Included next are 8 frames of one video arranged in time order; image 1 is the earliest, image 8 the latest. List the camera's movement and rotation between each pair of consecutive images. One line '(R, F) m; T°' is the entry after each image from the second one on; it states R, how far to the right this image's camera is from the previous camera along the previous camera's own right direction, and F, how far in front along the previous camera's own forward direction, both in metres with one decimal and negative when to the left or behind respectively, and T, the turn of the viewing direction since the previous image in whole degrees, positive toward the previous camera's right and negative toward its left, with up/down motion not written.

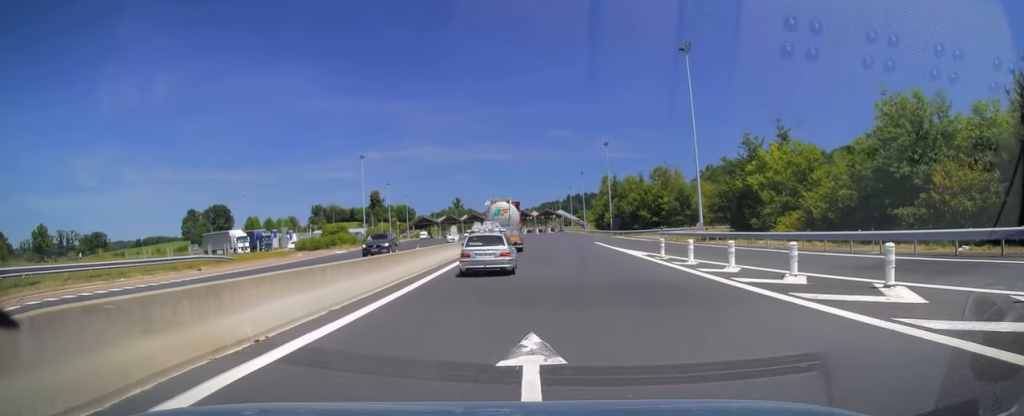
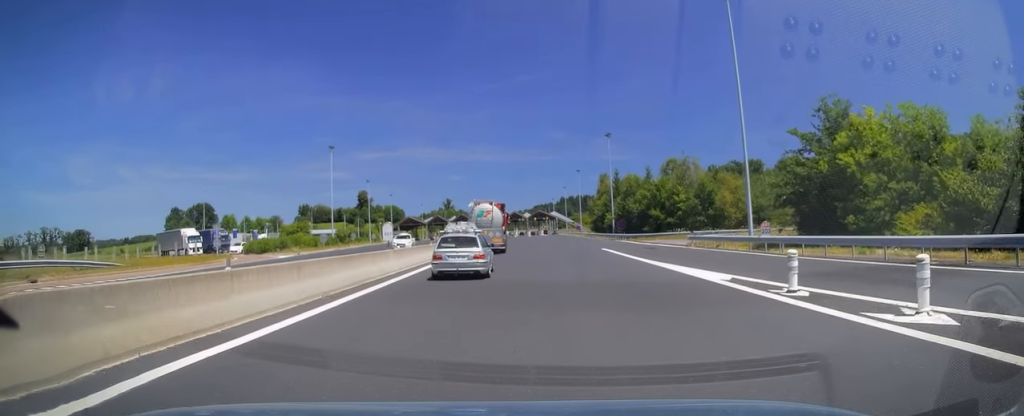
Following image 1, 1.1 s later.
(-0.1, +13.8) m; 0°
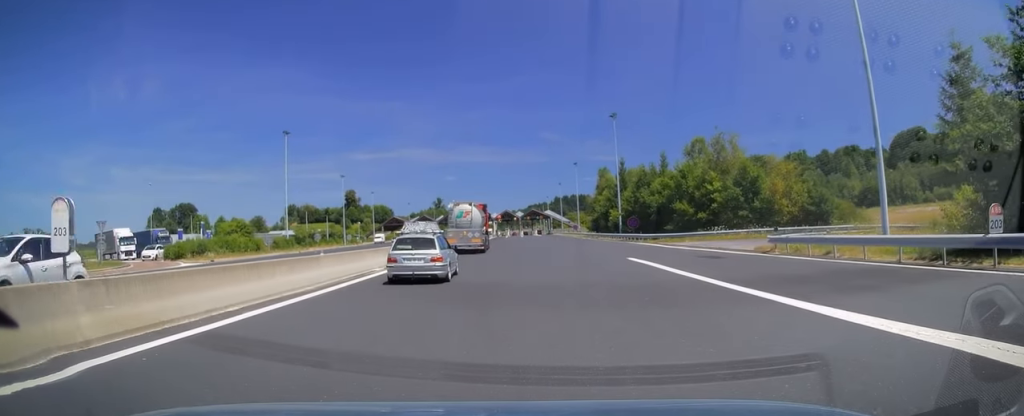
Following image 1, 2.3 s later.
(+0.2, +16.3) m; +1°
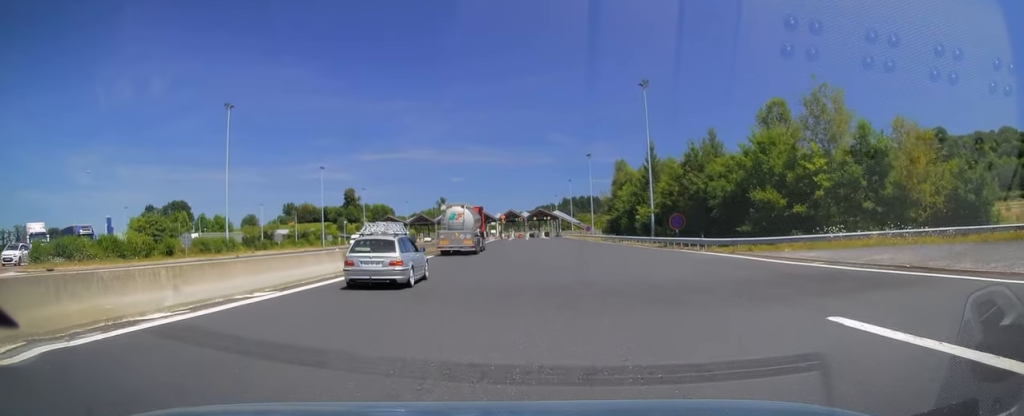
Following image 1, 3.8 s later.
(+0.1, +19.4) m; +1°
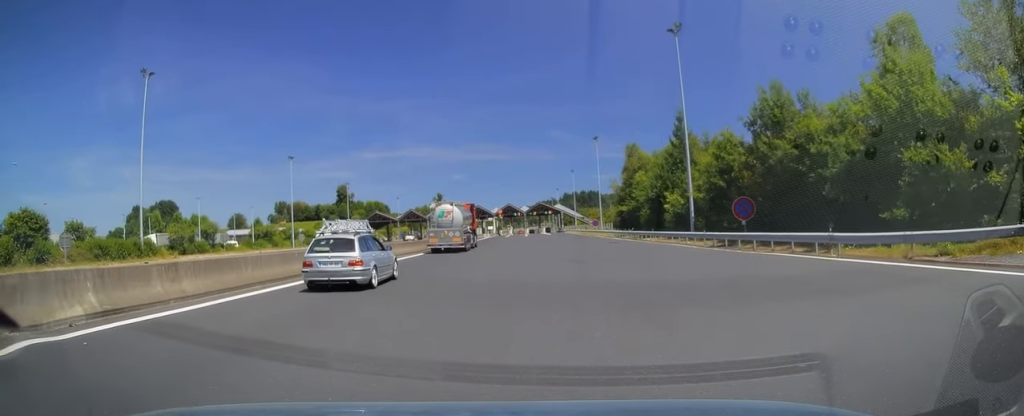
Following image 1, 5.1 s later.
(+0.1, +16.5) m; 0°
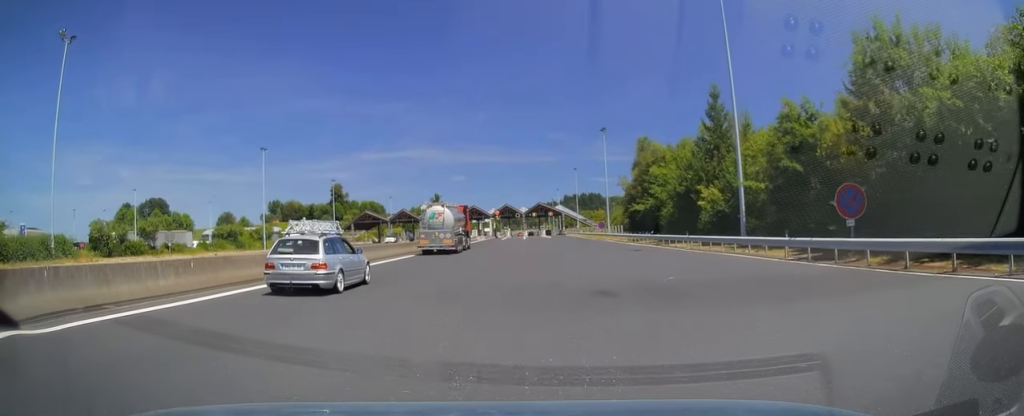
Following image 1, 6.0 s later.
(-0.1, +12.0) m; -1°
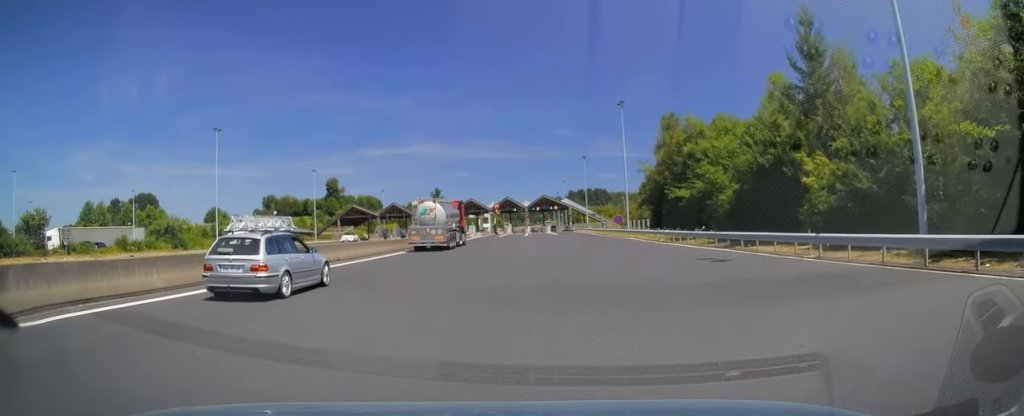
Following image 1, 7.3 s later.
(0.0, +17.0) m; 0°
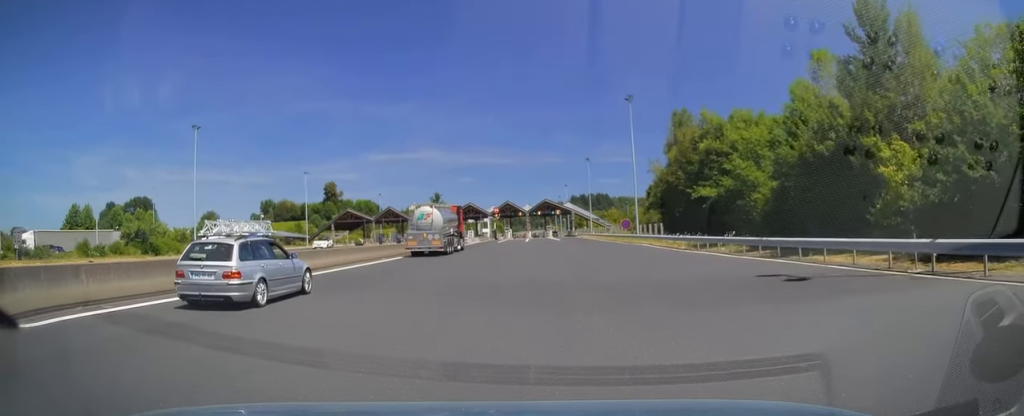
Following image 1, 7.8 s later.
(0.0, +6.3) m; 0°
